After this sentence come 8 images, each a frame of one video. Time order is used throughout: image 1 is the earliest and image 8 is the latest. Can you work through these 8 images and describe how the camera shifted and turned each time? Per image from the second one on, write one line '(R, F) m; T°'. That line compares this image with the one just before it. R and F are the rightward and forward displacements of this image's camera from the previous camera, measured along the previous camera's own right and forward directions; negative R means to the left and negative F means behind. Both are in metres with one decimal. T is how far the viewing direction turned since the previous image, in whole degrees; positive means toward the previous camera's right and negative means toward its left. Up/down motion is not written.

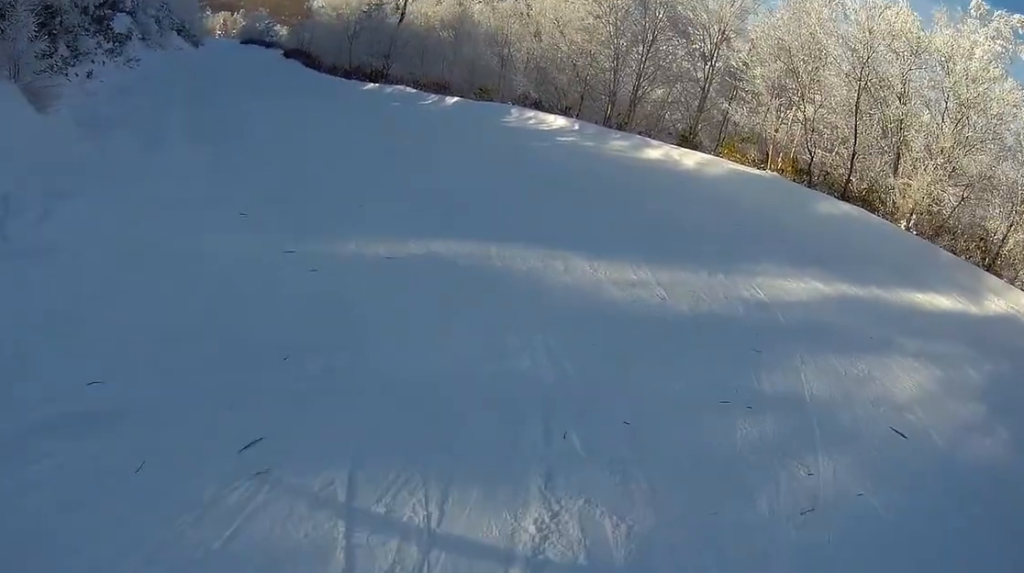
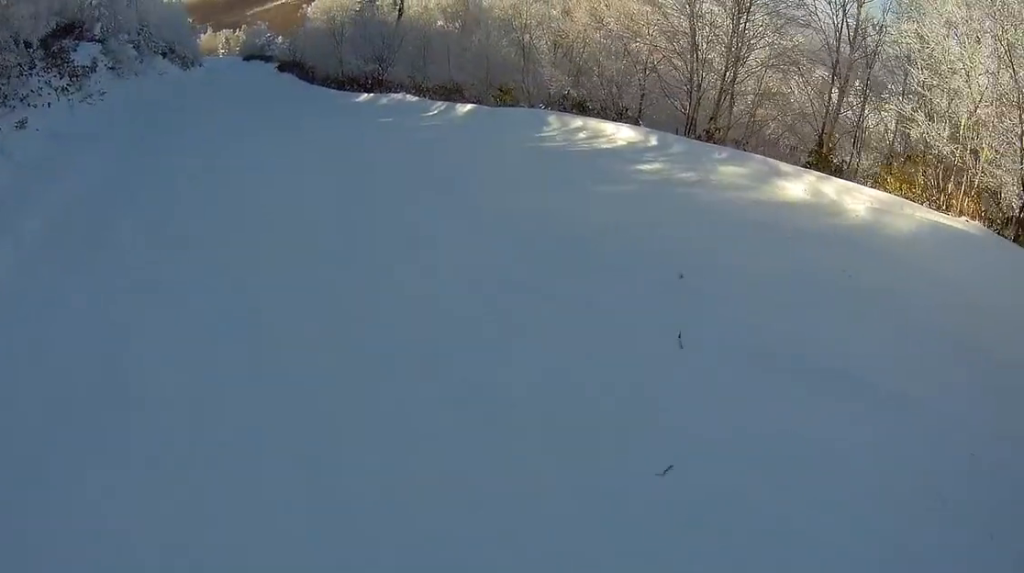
(-0.6, +5.3) m; -11°
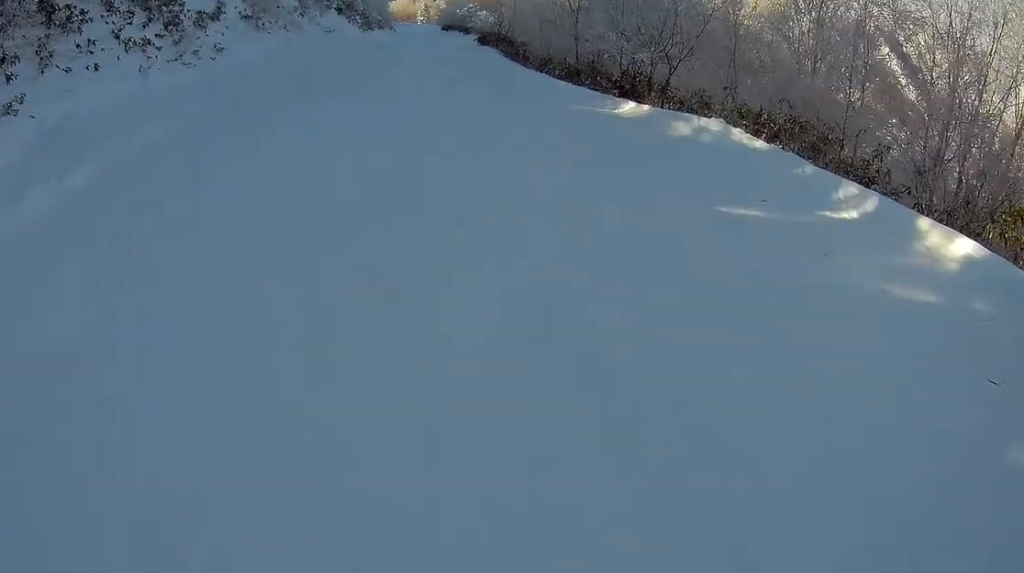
(-0.3, +7.2) m; -16°
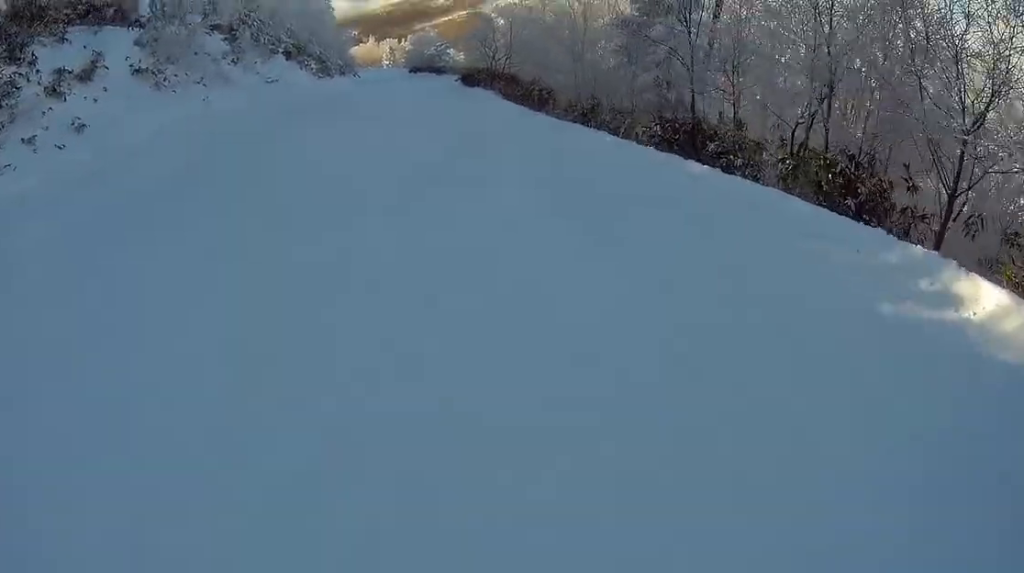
(-1.4, +4.9) m; -24°
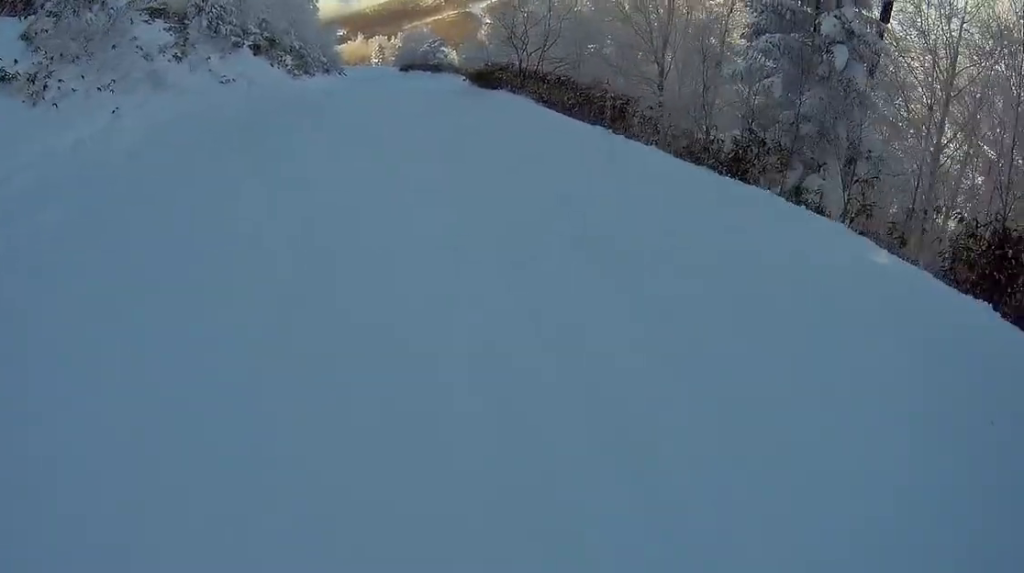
(0.0, +4.4) m; -15°
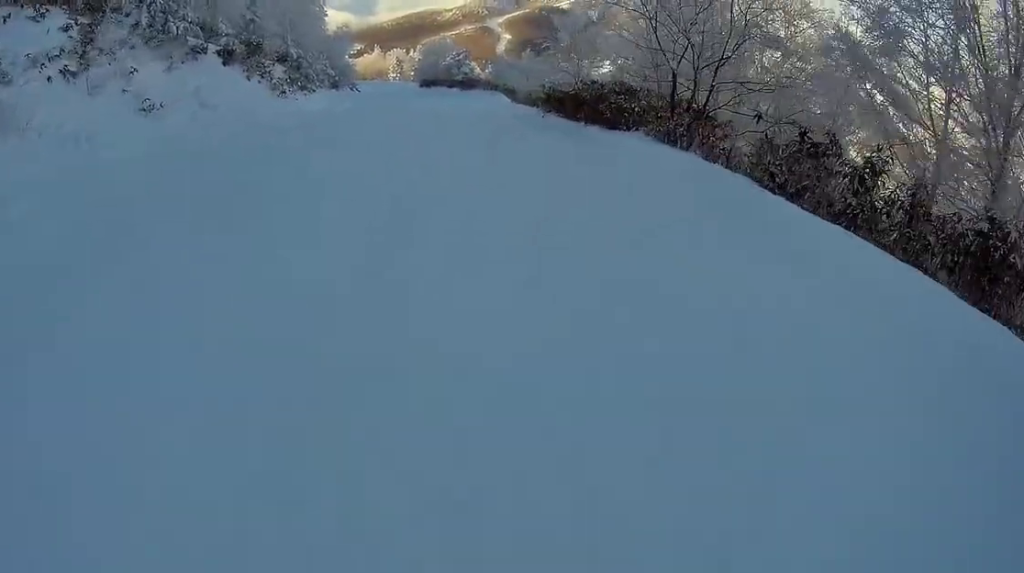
(-1.1, +5.7) m; 0°
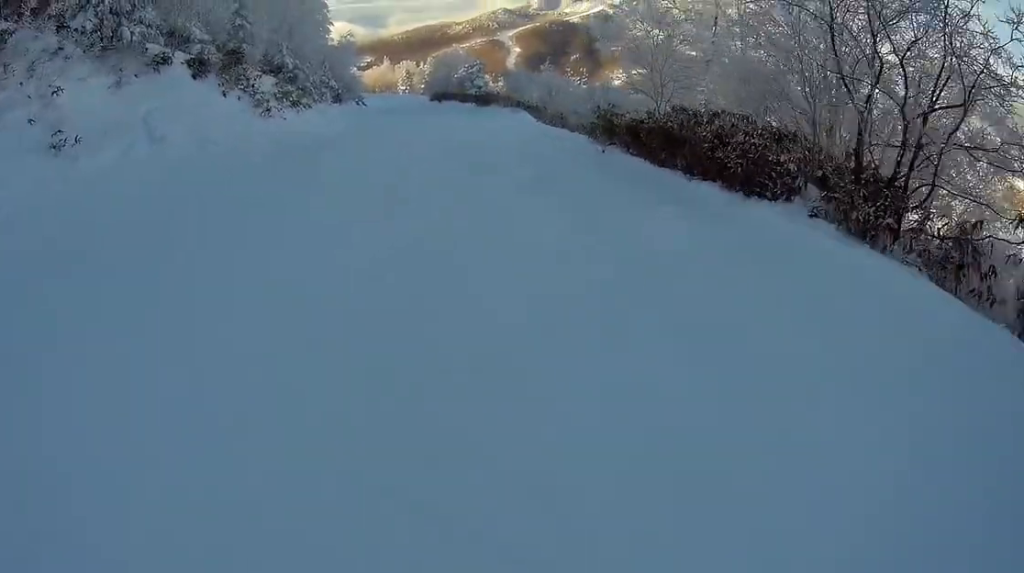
(+0.7, +3.1) m; +1°
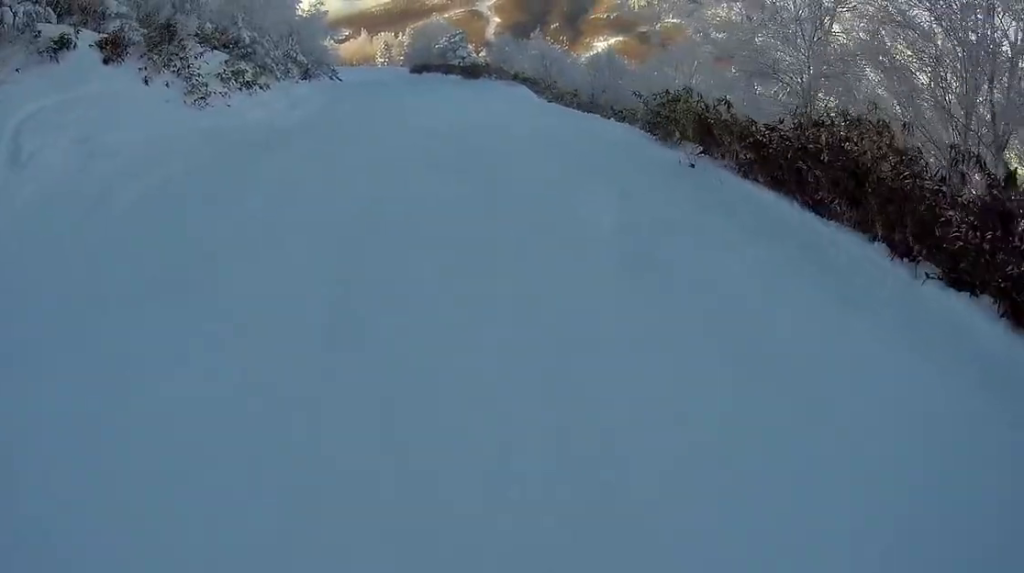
(+0.2, +3.2) m; +1°
